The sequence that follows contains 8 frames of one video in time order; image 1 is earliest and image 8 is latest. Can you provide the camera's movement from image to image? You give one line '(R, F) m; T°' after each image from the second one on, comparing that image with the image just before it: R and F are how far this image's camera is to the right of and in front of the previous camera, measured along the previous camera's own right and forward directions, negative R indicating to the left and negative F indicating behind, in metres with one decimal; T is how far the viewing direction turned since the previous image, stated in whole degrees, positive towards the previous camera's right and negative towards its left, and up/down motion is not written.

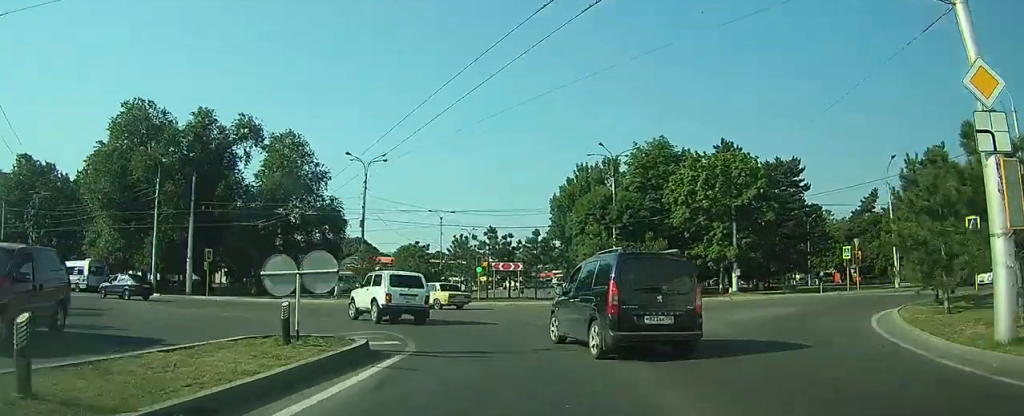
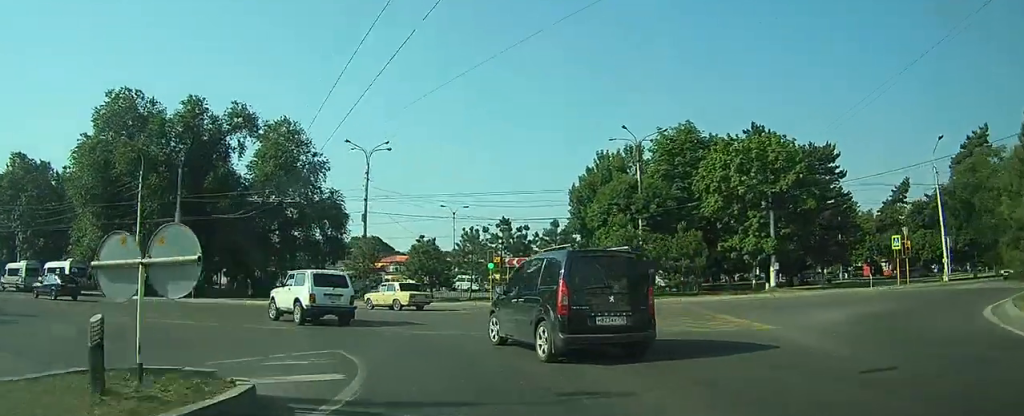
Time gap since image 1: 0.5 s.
(0.0, +5.0) m; -2°
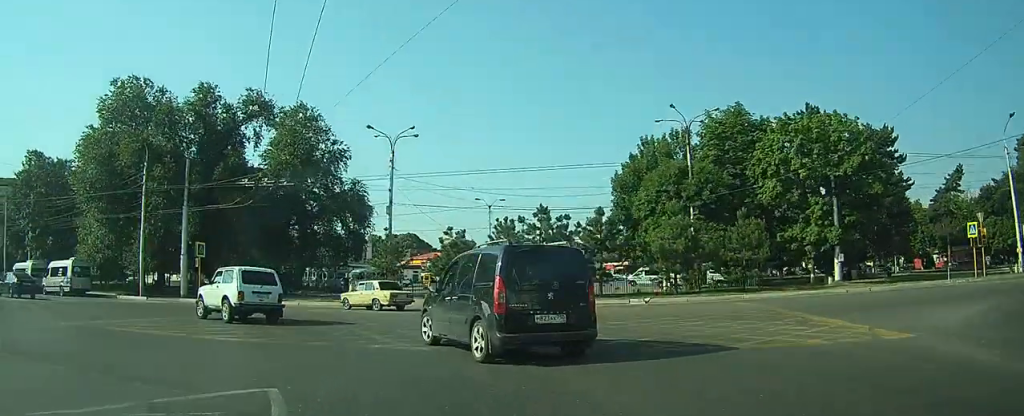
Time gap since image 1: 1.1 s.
(+0.1, +4.8) m; -3°
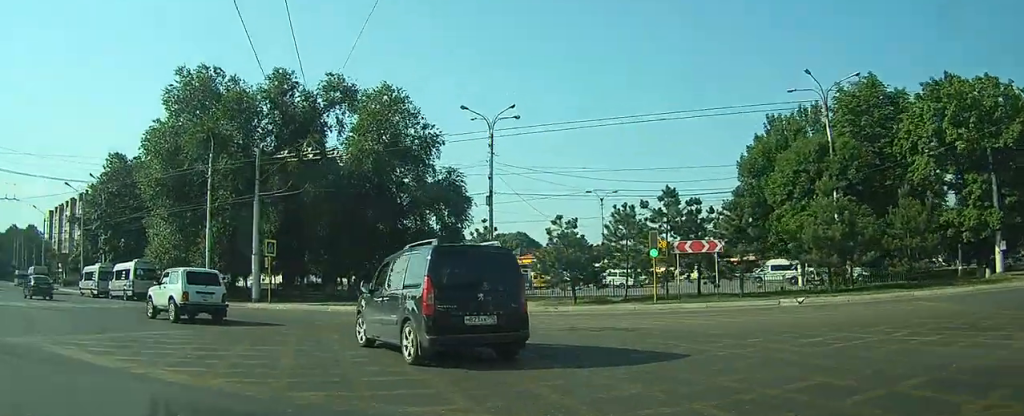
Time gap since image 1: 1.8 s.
(-0.4, +6.3) m; -10°
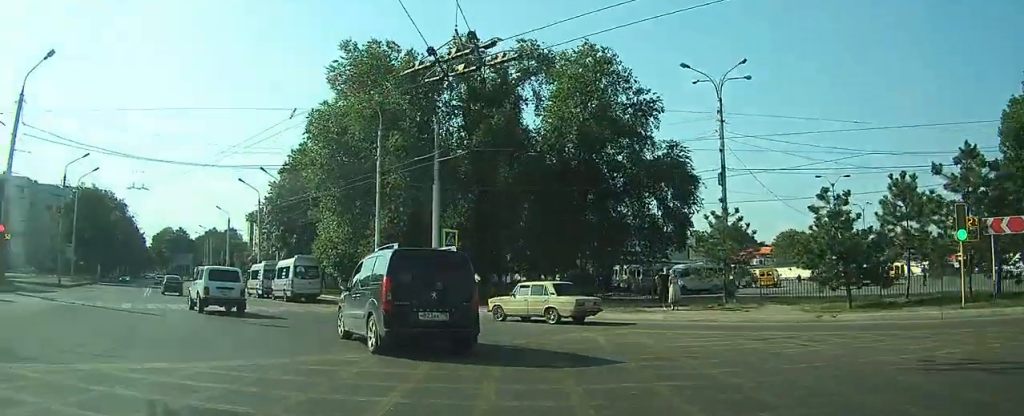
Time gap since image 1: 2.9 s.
(-1.3, +8.1) m; -20°
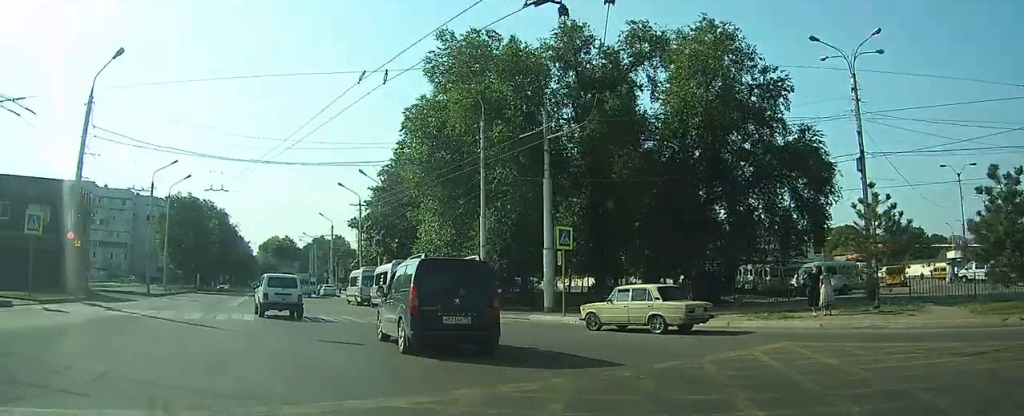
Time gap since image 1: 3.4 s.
(-0.2, +3.5) m; -9°
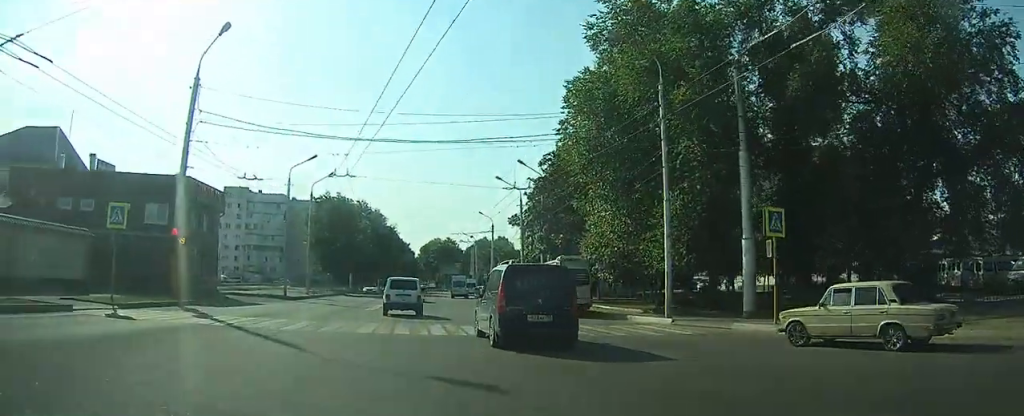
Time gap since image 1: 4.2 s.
(-0.5, +5.3) m; -13°
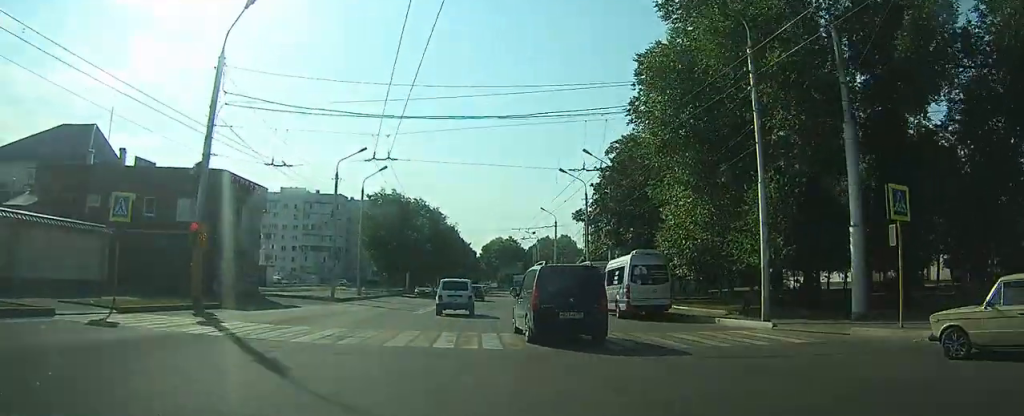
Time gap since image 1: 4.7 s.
(-0.4, +3.3) m; -4°
